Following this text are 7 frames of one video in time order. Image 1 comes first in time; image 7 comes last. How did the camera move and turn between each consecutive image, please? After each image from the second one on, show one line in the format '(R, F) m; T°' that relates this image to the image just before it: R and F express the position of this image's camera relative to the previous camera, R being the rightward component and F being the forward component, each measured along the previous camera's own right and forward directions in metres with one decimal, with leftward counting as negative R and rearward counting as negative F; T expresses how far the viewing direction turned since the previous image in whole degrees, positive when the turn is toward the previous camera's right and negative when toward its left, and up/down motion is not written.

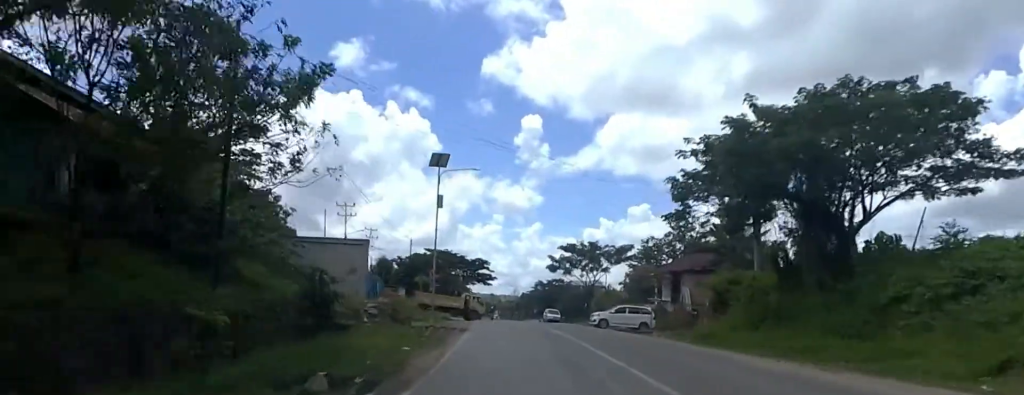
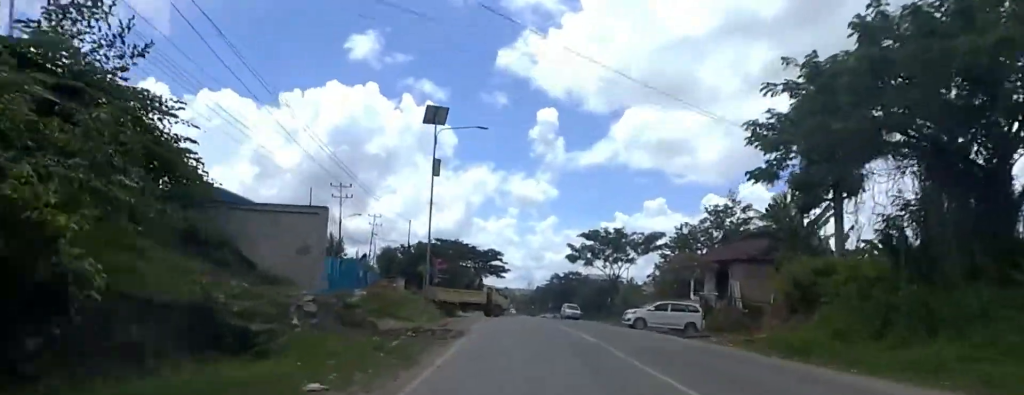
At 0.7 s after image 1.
(+0.1, +7.5) m; +6°
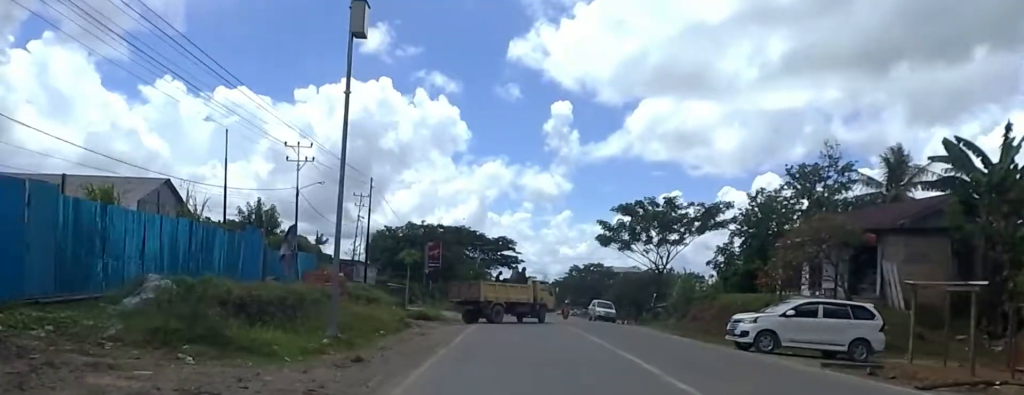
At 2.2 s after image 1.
(+0.7, +14.6) m; -4°
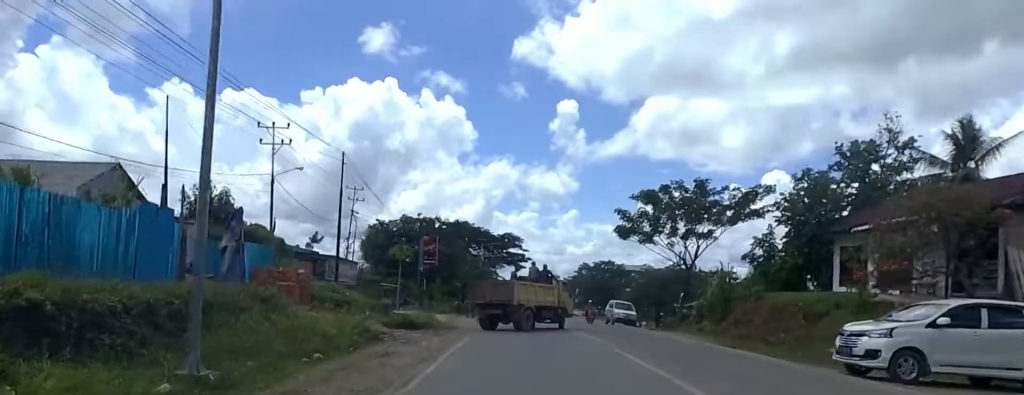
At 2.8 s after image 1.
(-0.5, +5.8) m; -7°
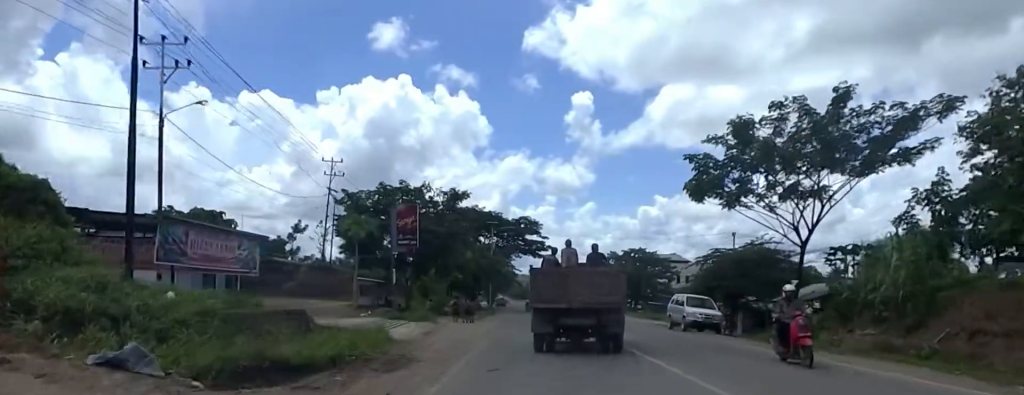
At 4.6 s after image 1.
(+1.5, +13.7) m; +13°
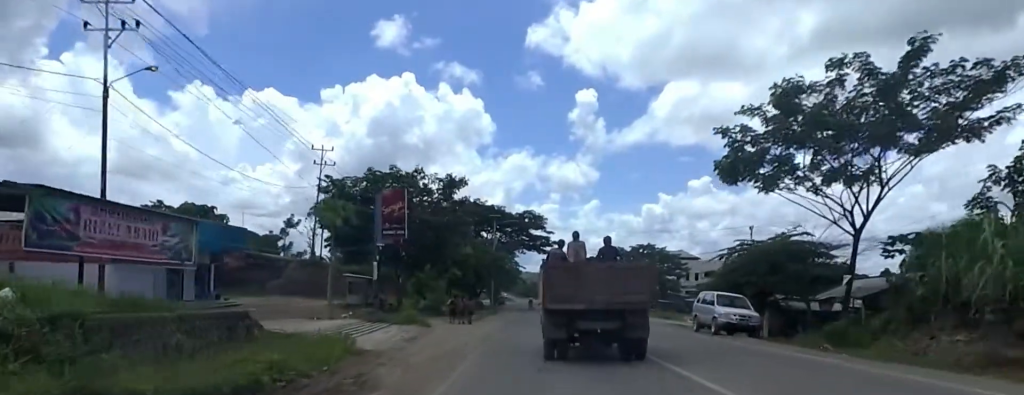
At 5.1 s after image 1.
(+0.2, +3.9) m; 0°
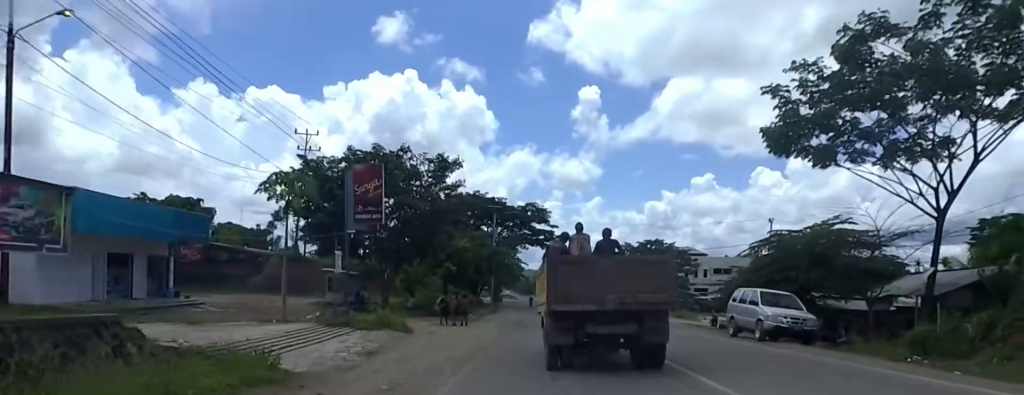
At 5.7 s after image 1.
(-0.4, +4.3) m; -5°
